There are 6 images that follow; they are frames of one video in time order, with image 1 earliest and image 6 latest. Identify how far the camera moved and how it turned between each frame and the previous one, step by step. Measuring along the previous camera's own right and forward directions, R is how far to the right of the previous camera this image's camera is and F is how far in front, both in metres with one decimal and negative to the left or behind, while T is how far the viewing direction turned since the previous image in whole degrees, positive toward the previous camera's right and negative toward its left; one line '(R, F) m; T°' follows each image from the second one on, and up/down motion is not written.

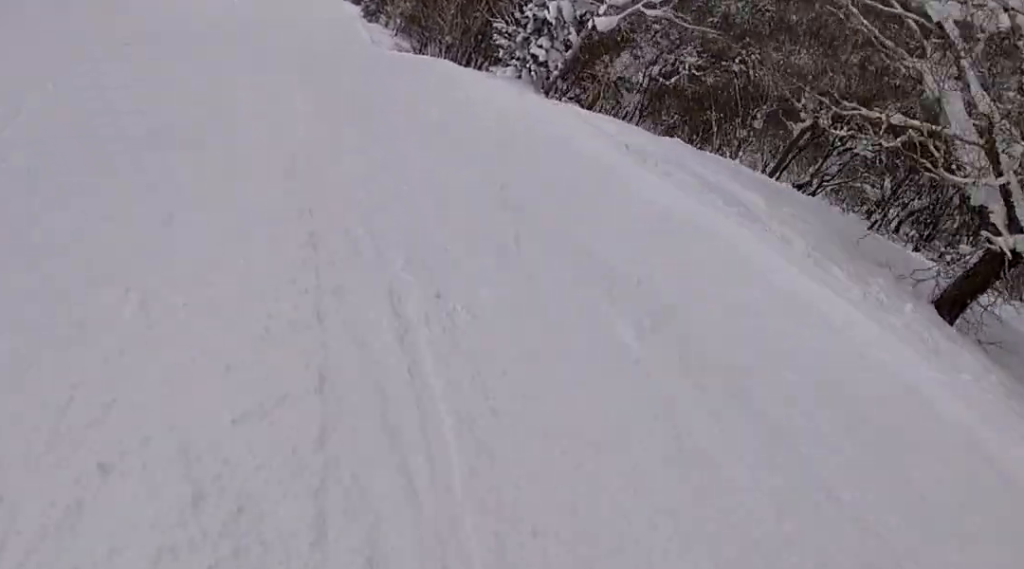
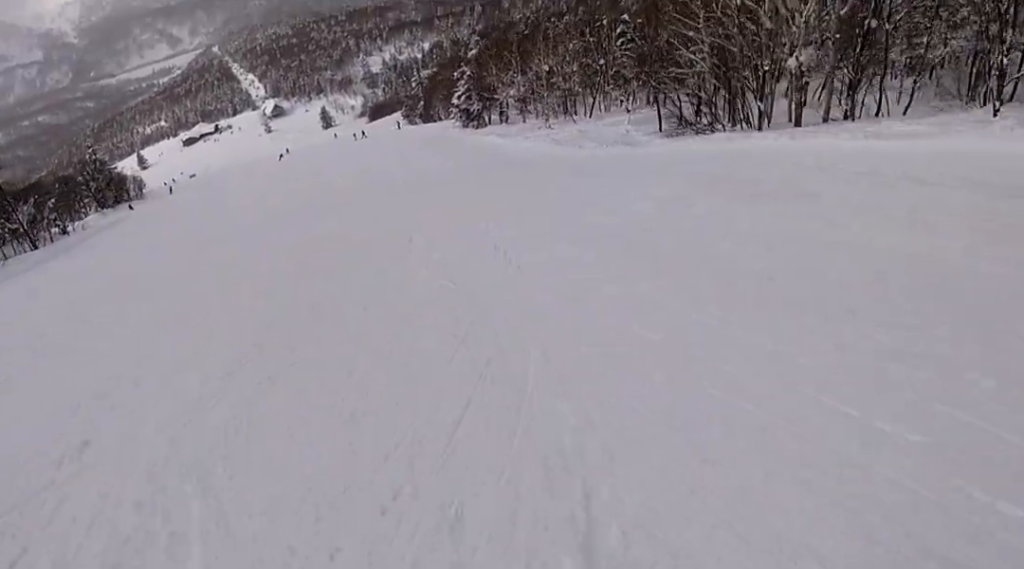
(-7.5, +36.8) m; 0°
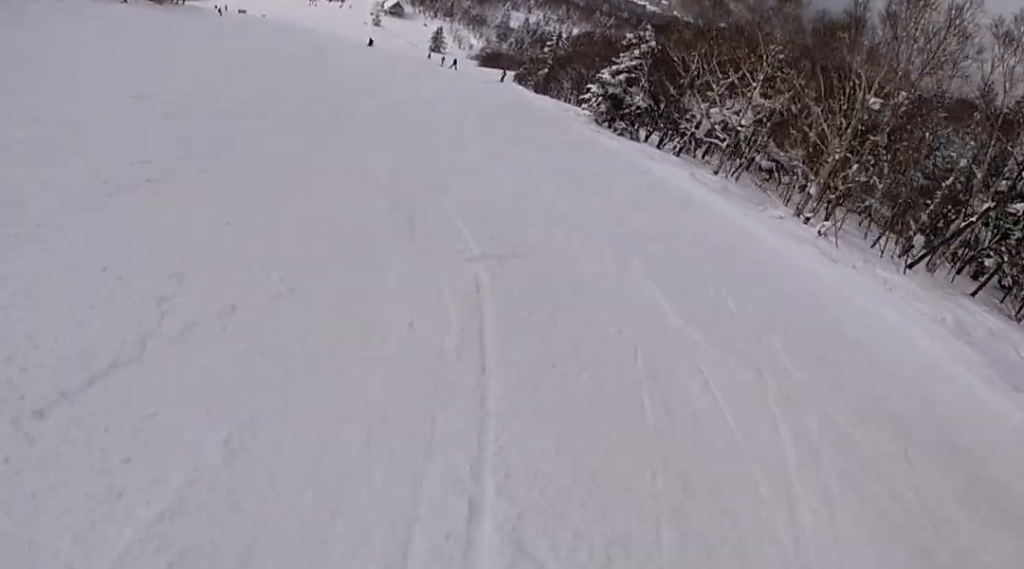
(-1.9, +31.0) m; -19°
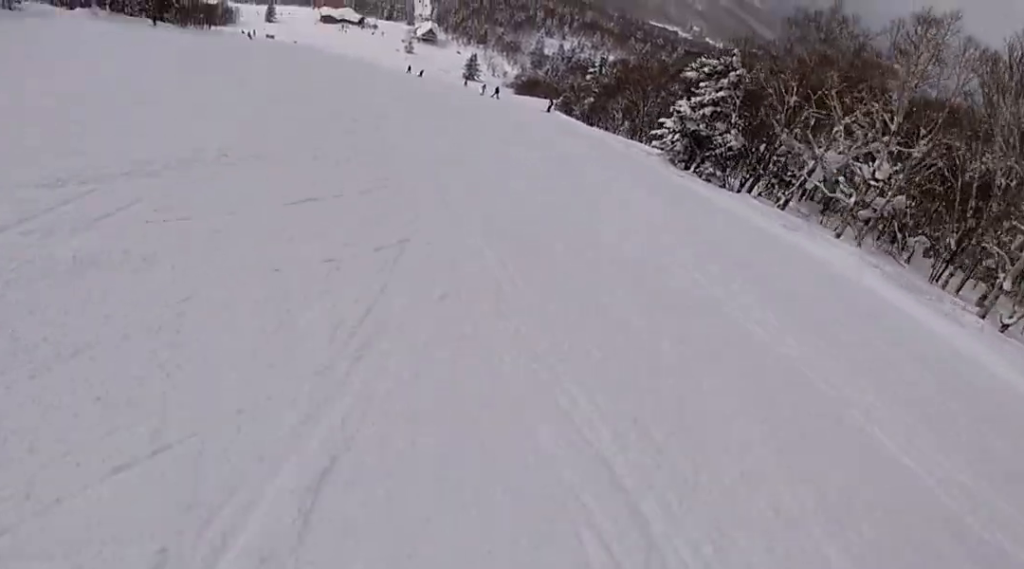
(-1.1, +7.0) m; -2°
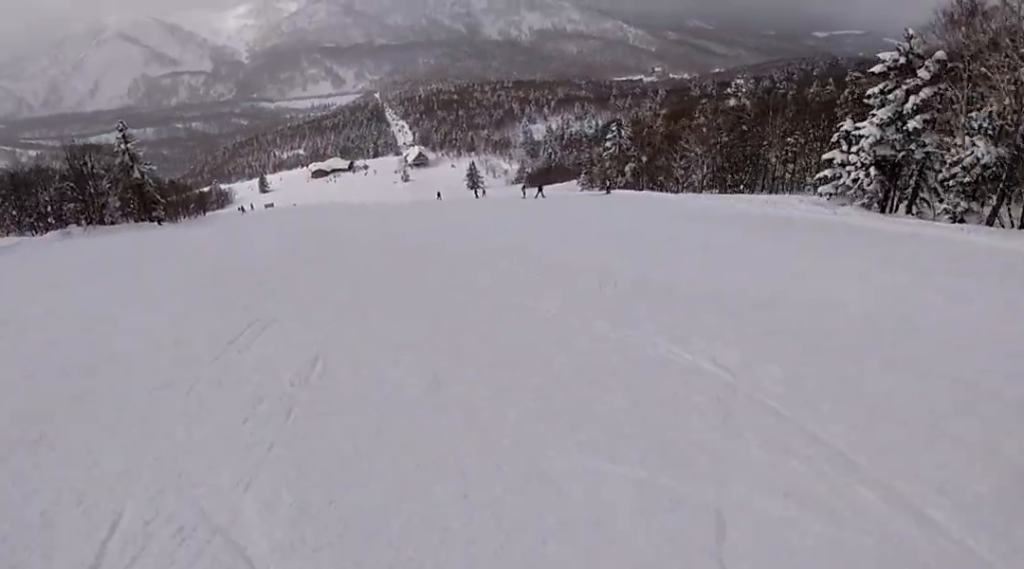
(-0.3, +13.9) m; +4°
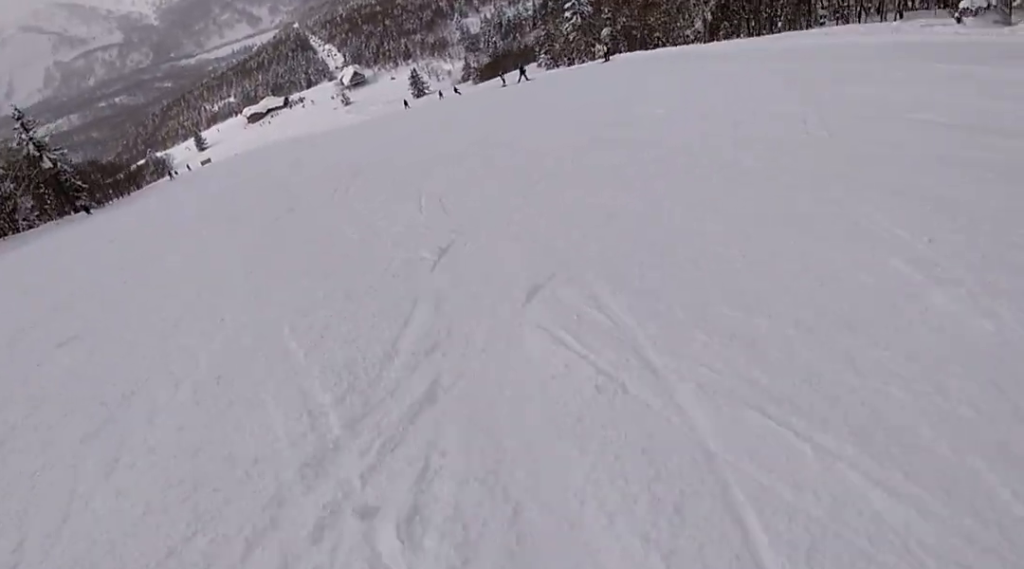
(+0.5, +10.4) m; +8°
